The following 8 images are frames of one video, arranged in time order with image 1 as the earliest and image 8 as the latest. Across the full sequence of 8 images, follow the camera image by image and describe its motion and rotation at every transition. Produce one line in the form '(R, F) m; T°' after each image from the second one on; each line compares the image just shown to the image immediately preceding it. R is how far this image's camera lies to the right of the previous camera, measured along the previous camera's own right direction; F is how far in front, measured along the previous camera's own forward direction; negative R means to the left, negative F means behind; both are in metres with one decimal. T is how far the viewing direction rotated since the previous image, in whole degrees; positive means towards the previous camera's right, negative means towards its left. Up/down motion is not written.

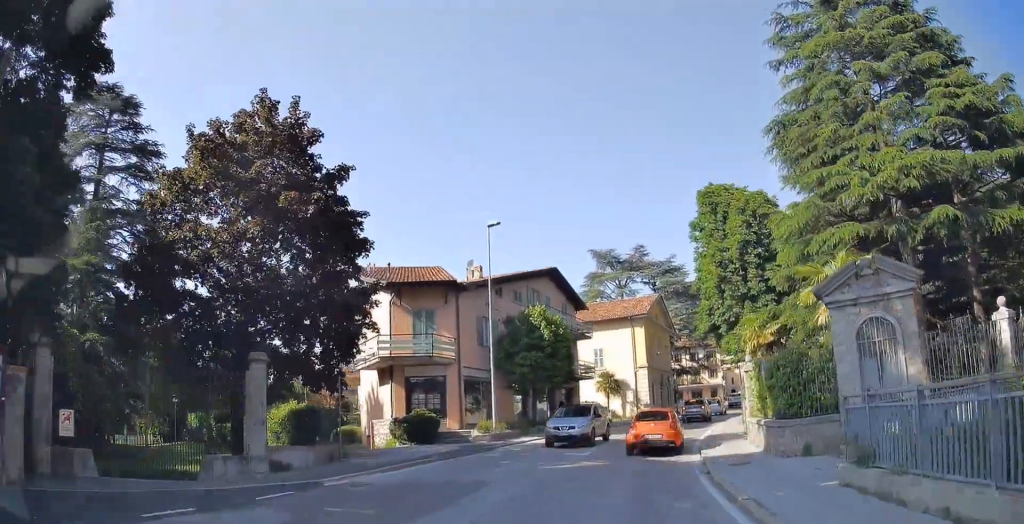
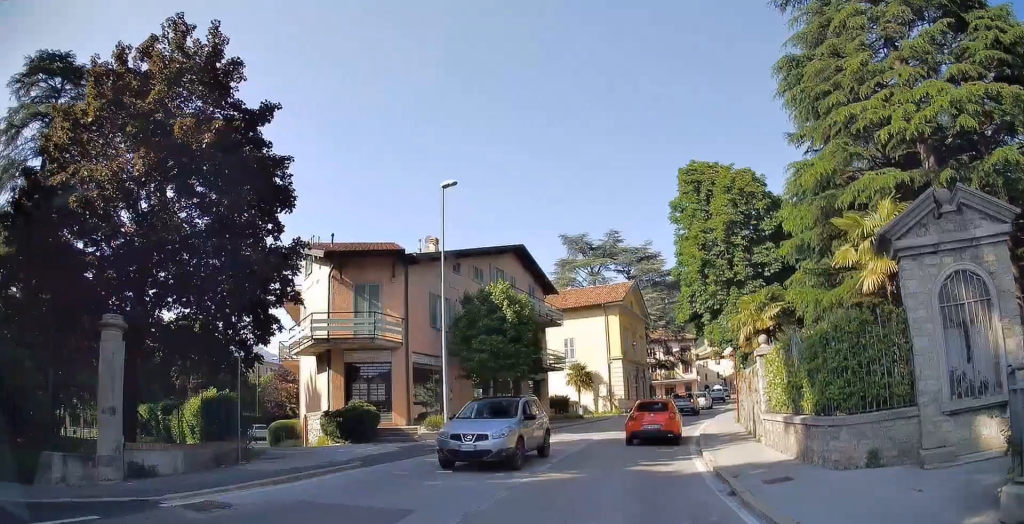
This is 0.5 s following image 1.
(+0.3, +4.5) m; +2°
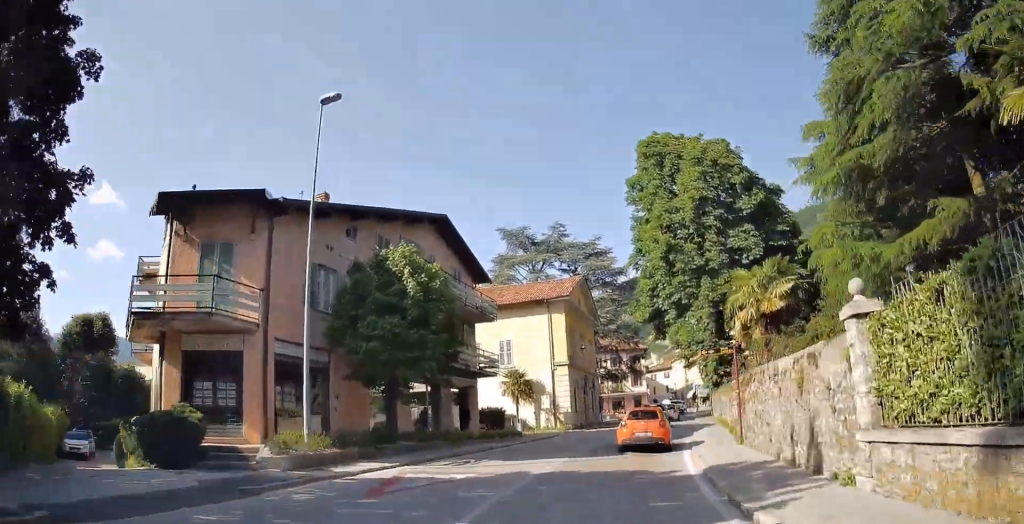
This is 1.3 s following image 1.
(+0.3, +8.3) m; +4°
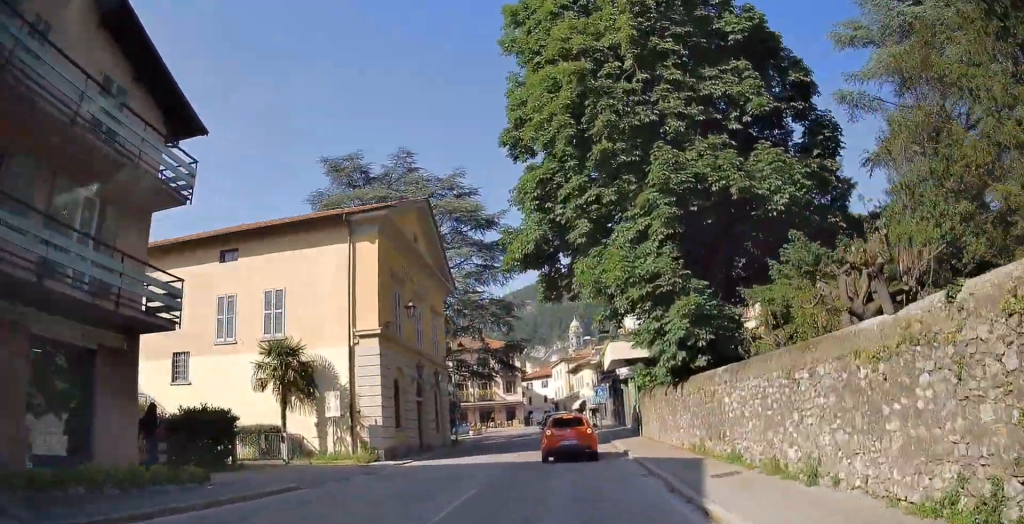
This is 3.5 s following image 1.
(+2.0, +20.9) m; +10°
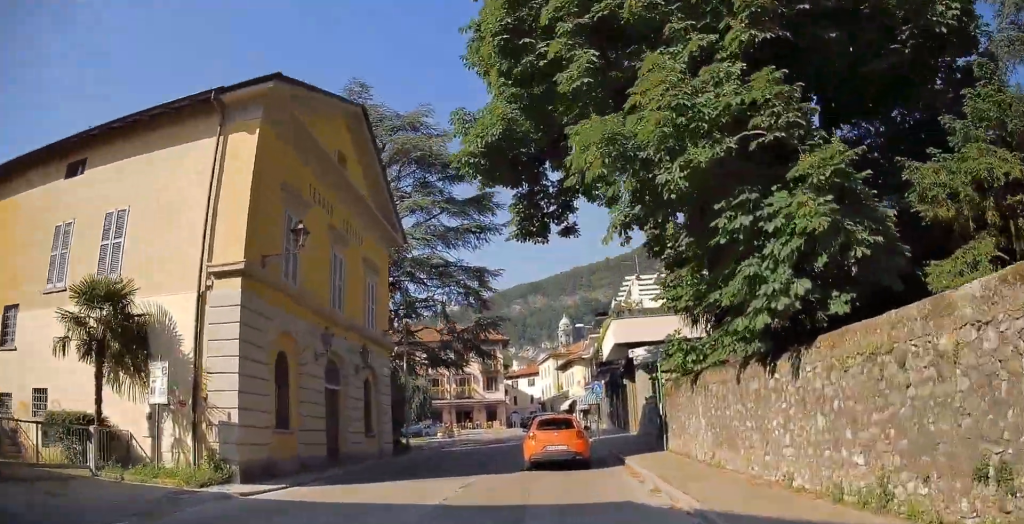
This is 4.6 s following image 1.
(+0.3, +9.8) m; +3°
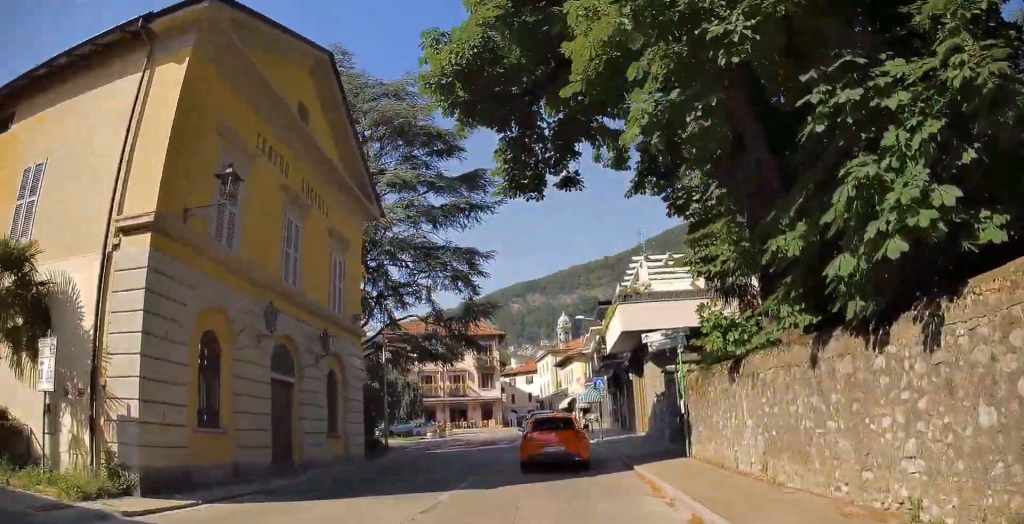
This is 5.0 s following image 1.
(0.0, +3.5) m; +1°
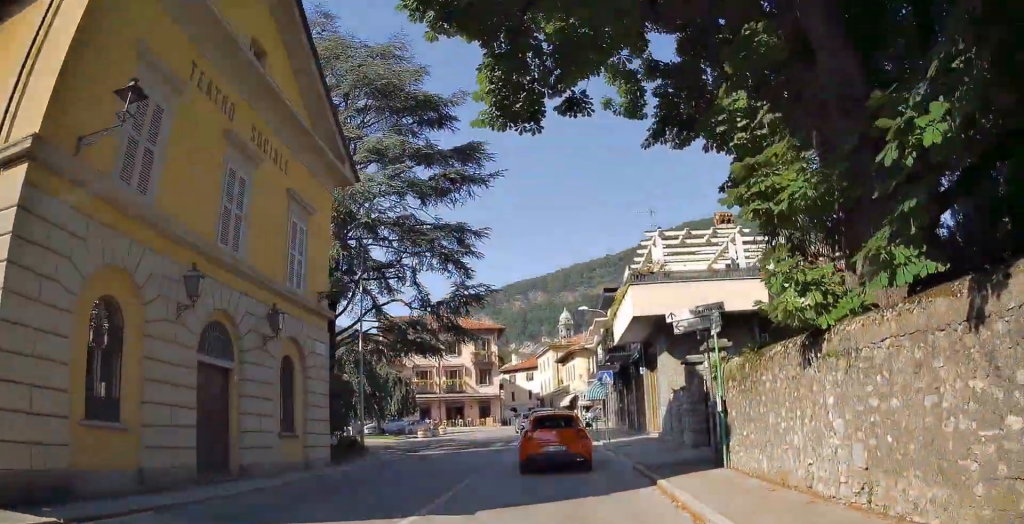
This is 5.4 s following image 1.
(0.0, +3.3) m; +1°
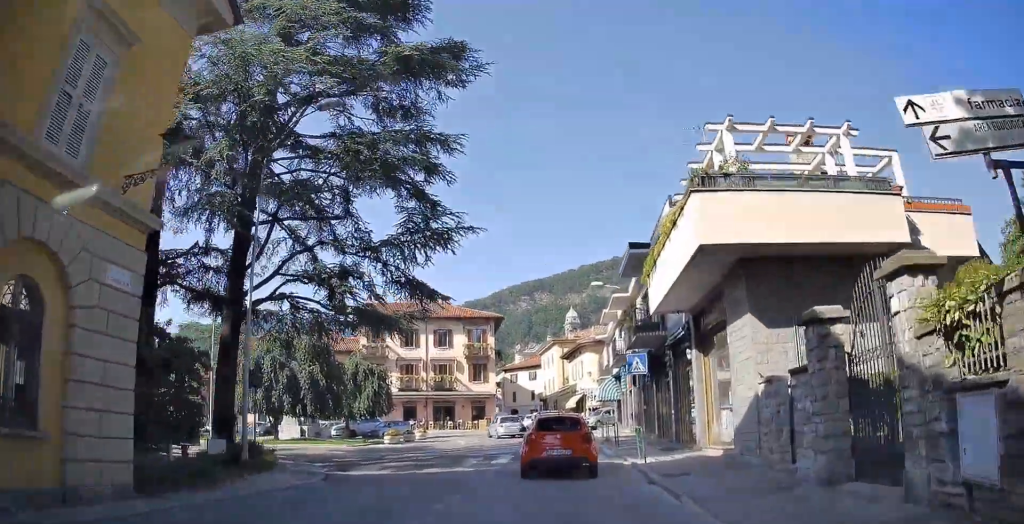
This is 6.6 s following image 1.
(+0.2, +9.1) m; +4°
